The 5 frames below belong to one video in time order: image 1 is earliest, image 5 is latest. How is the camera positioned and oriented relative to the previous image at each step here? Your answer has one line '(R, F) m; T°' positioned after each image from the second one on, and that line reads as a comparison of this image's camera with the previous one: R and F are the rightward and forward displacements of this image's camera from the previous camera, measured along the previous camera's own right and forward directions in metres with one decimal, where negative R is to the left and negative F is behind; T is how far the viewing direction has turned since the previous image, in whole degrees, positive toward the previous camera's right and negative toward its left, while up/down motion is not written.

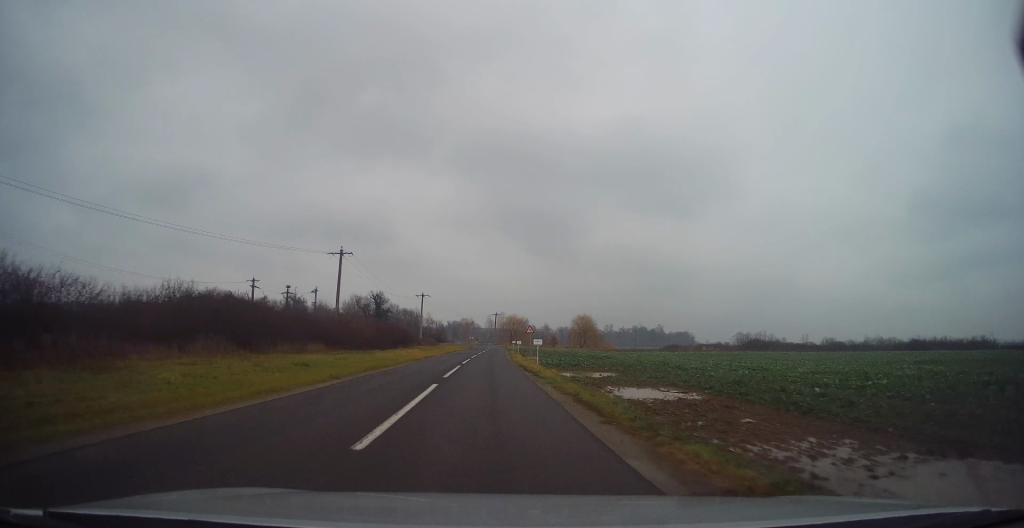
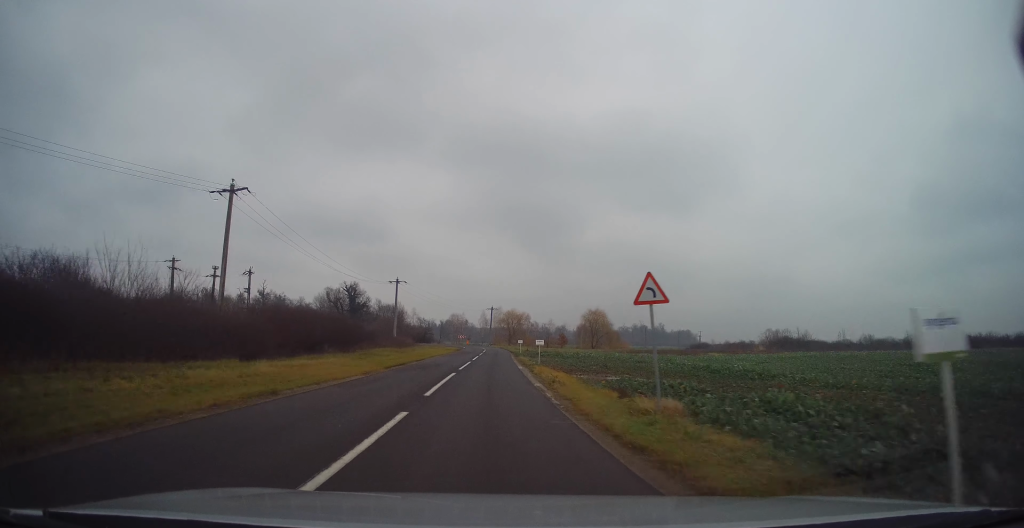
(+0.5, +29.3) m; +2°
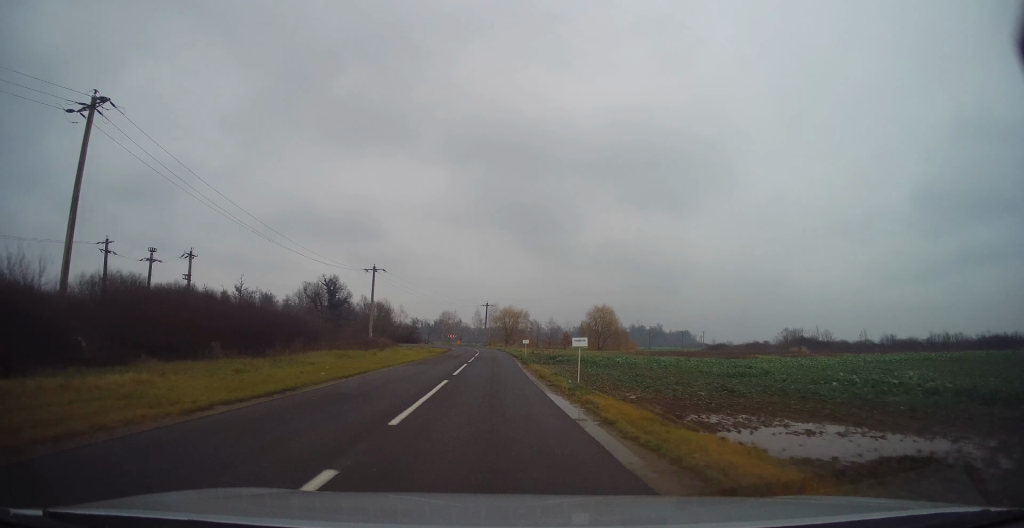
(0.0, +16.2) m; +1°
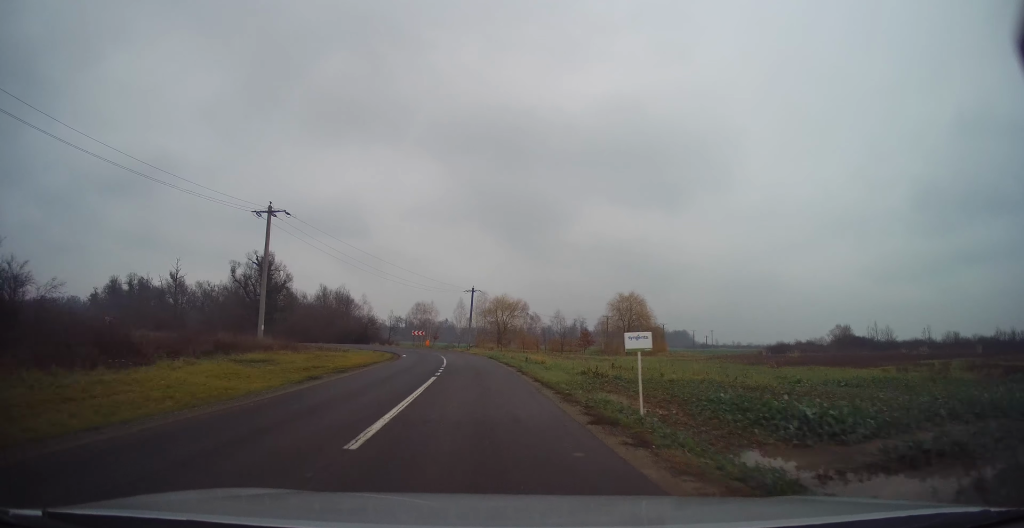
(0.0, +36.2) m; -1°
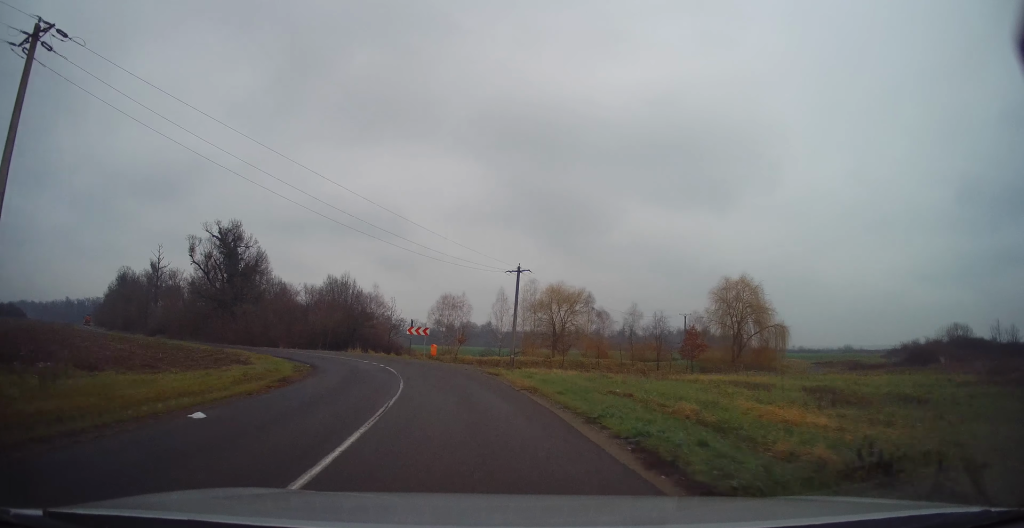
(-0.5, +31.0) m; -4°
